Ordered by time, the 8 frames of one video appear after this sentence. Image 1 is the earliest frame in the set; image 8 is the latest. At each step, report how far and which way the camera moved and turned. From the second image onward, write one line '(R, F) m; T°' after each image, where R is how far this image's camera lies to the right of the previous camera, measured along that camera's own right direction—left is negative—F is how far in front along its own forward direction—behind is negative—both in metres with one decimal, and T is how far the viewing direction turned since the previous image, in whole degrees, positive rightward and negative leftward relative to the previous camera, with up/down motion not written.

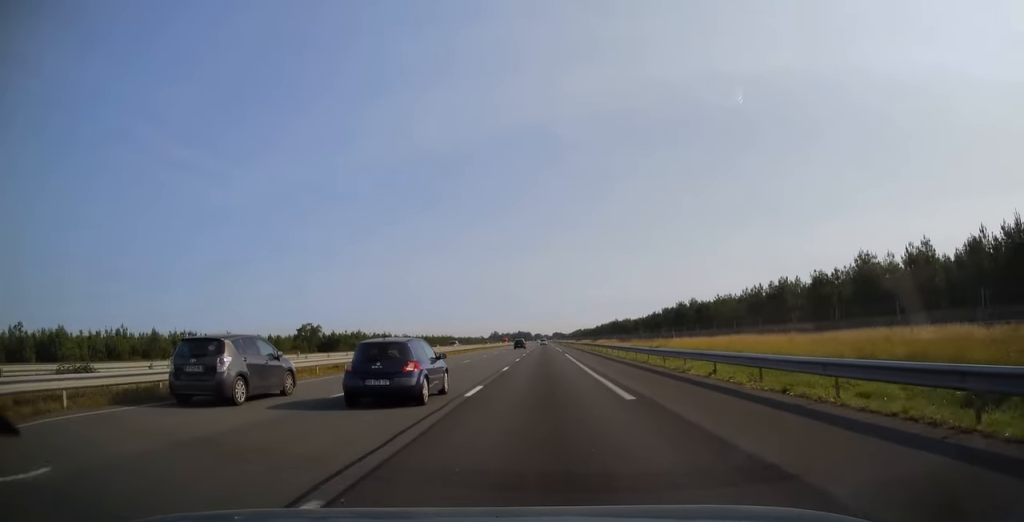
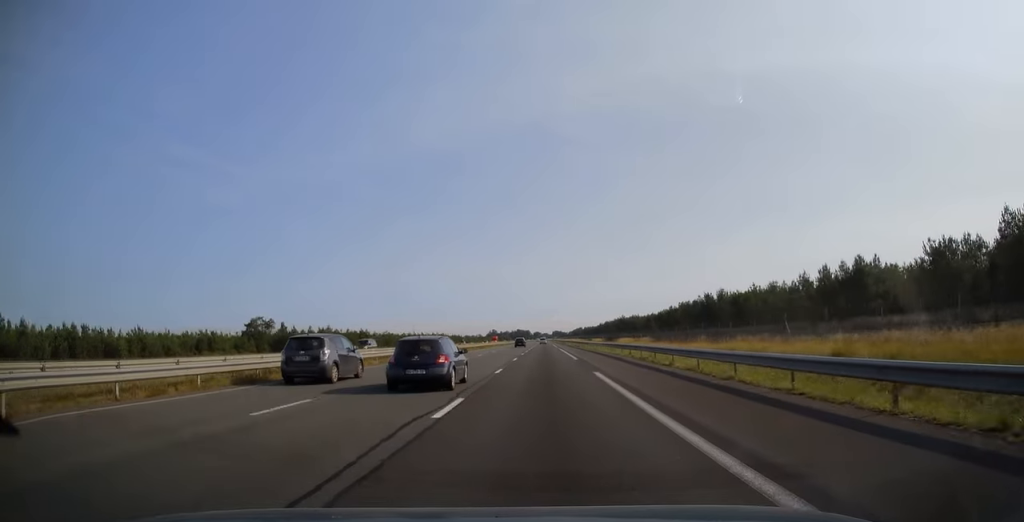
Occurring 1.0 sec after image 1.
(0.0, +30.0) m; 0°
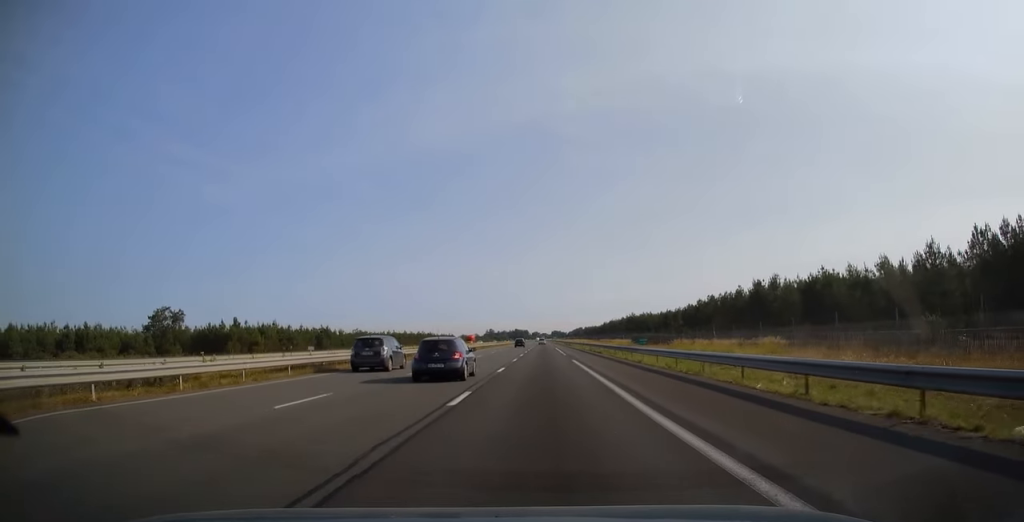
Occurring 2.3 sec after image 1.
(0.0, +37.0) m; 0°
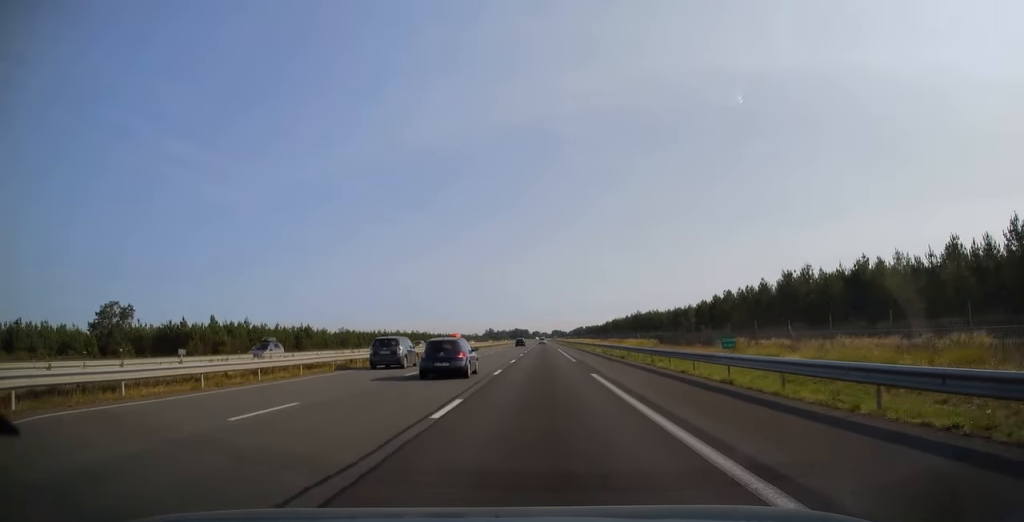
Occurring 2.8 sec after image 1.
(-0.1, +14.8) m; 0°
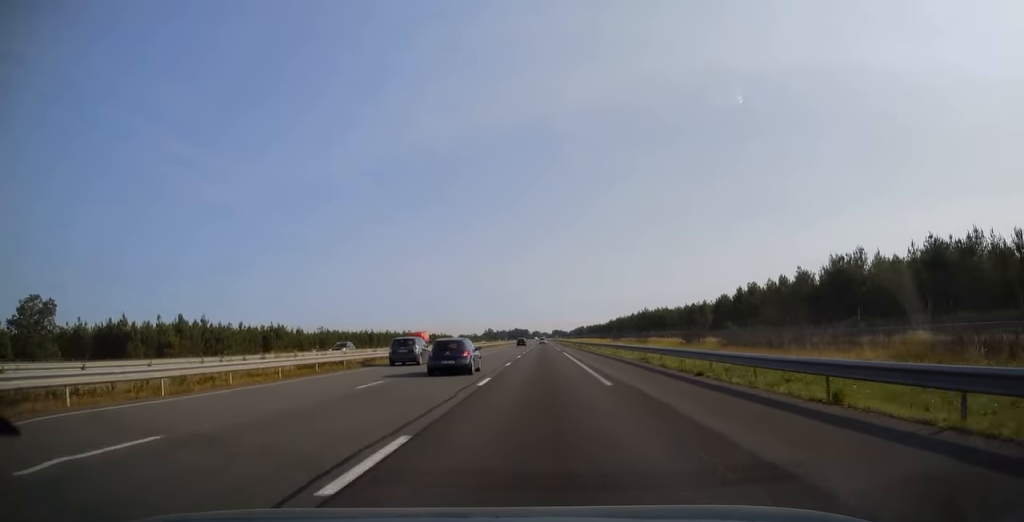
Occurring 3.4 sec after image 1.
(+0.1, +18.3) m; 0°
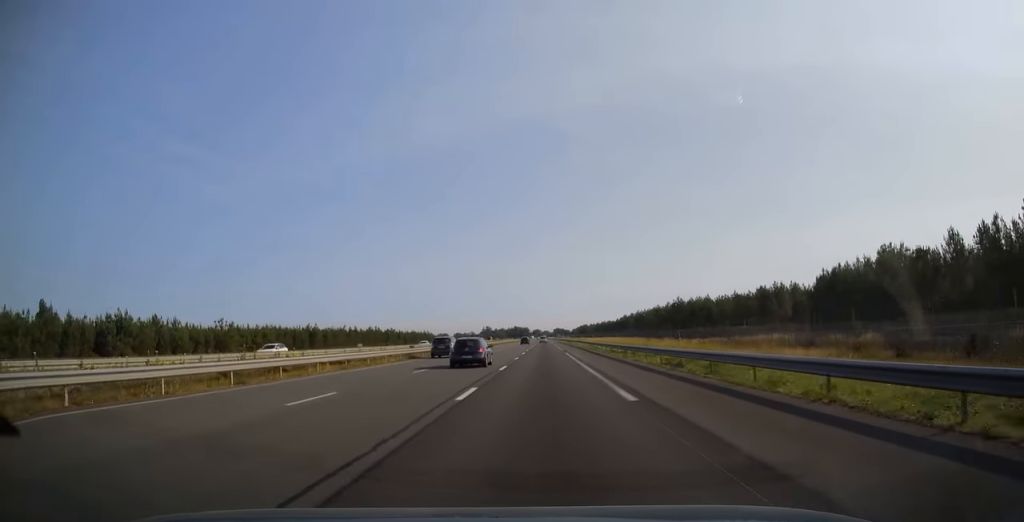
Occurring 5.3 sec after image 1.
(+0.1, +56.1) m; 0°
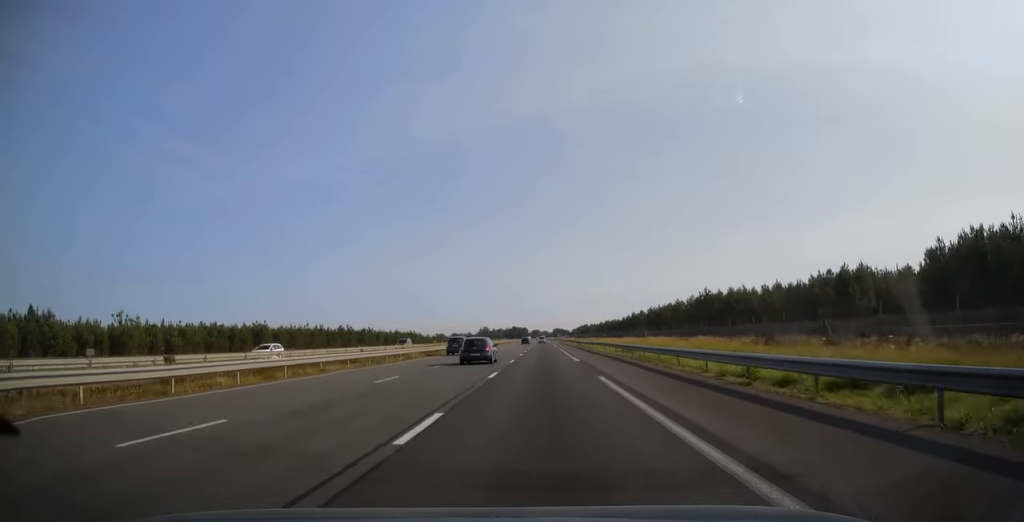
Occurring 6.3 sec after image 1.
(0.0, +31.4) m; 0°
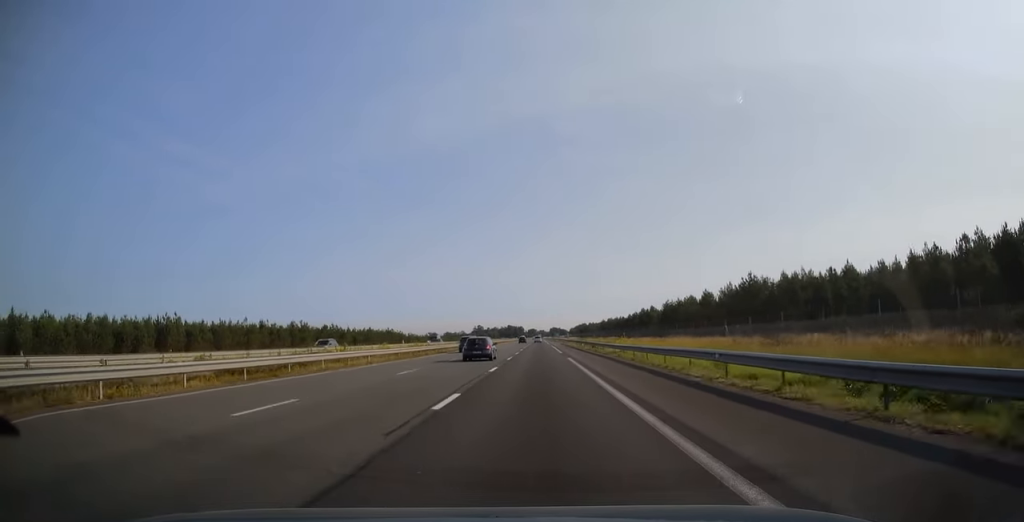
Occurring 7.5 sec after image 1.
(0.0, +34.9) m; 0°
